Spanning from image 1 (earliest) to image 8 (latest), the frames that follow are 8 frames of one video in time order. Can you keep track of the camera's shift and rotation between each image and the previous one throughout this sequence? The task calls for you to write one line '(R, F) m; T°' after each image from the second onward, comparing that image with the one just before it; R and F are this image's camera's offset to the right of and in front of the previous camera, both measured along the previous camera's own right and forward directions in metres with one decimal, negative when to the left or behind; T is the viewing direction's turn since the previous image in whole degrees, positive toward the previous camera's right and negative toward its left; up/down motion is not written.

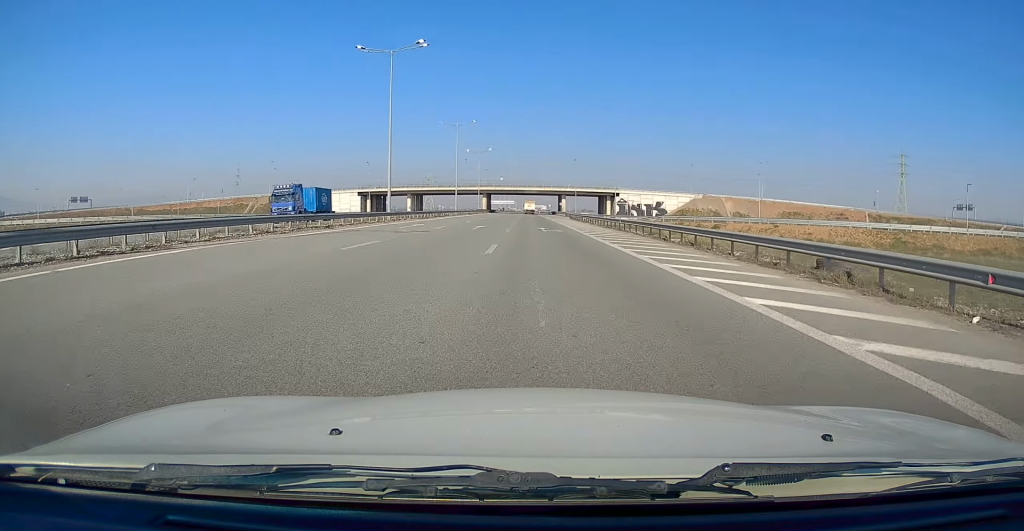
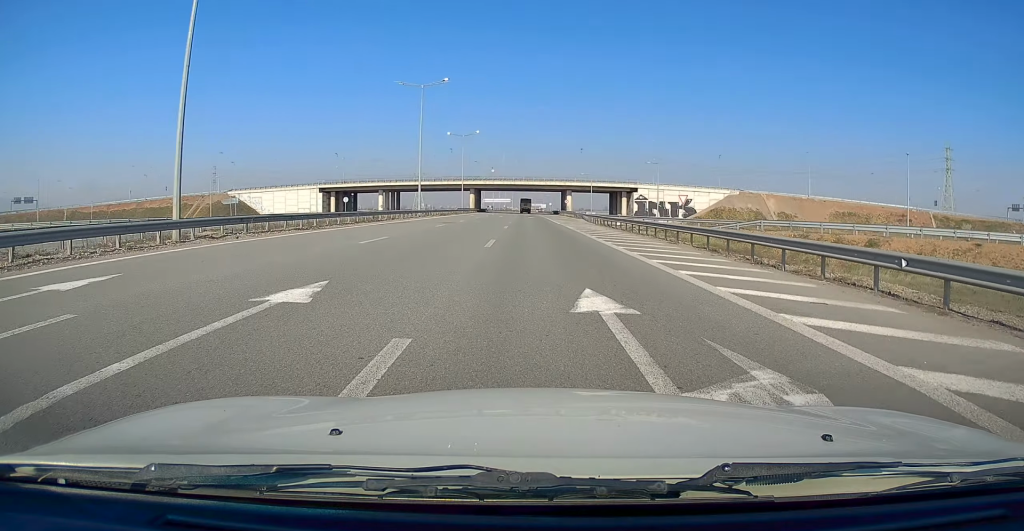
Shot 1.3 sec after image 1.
(0.0, +29.9) m; +1°
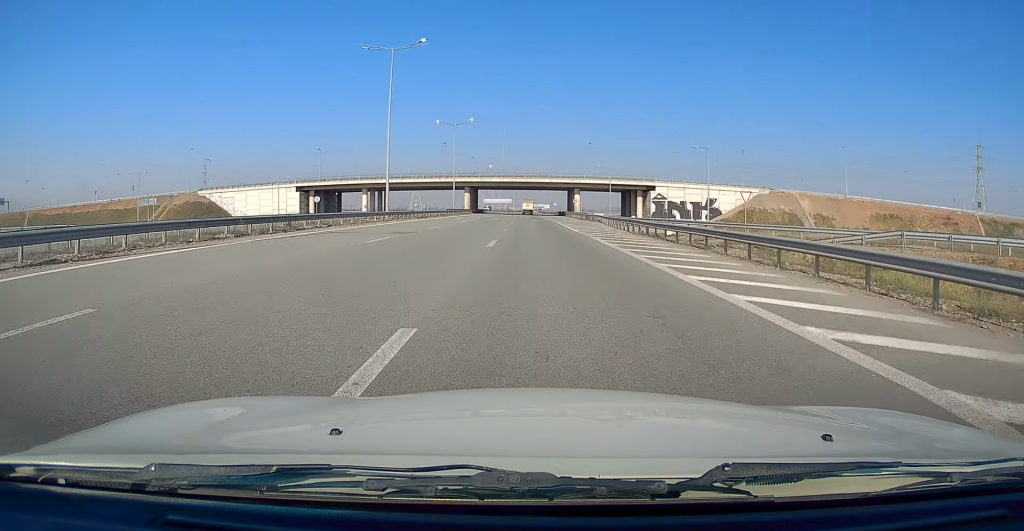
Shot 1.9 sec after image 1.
(+0.1, +15.6) m; 0°
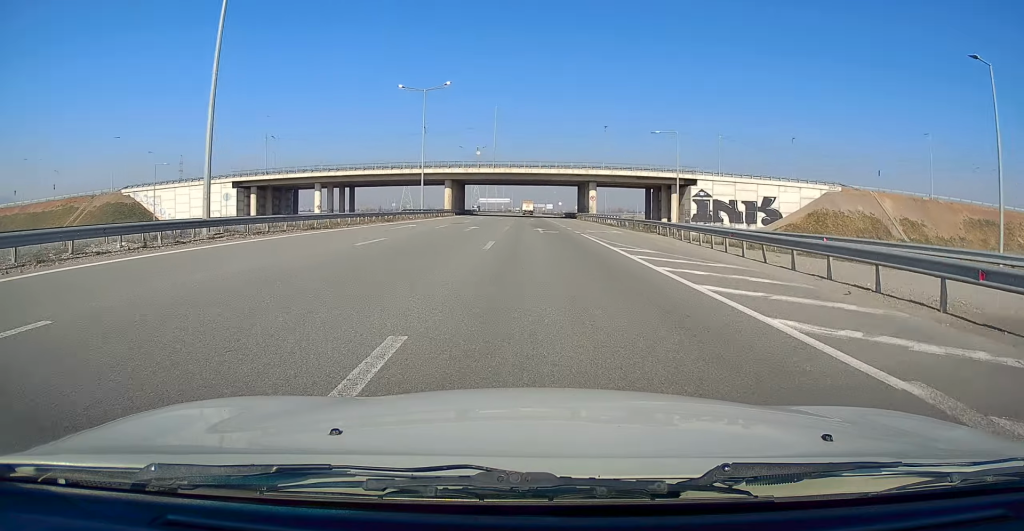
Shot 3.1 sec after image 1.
(-0.2, +27.9) m; -1°
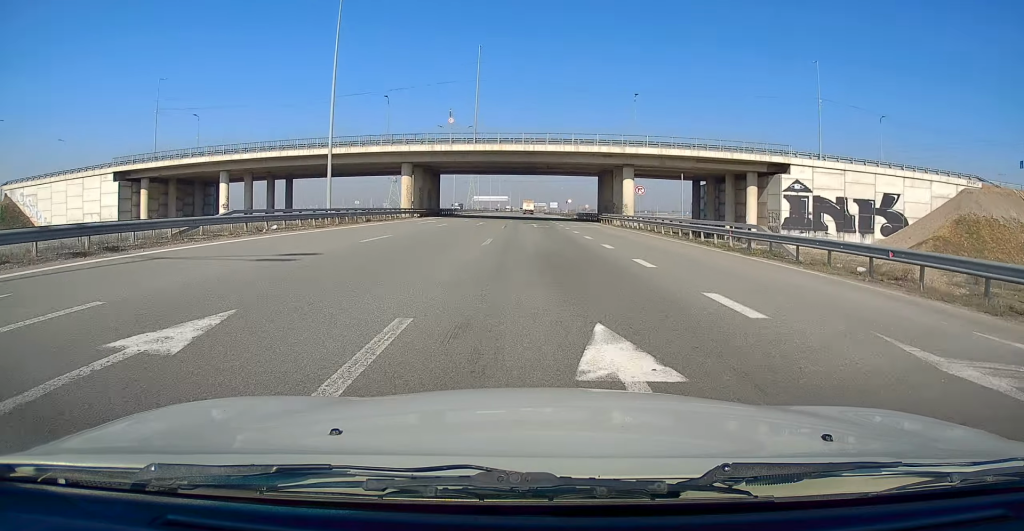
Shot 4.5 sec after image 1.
(+0.1, +31.0) m; 0°
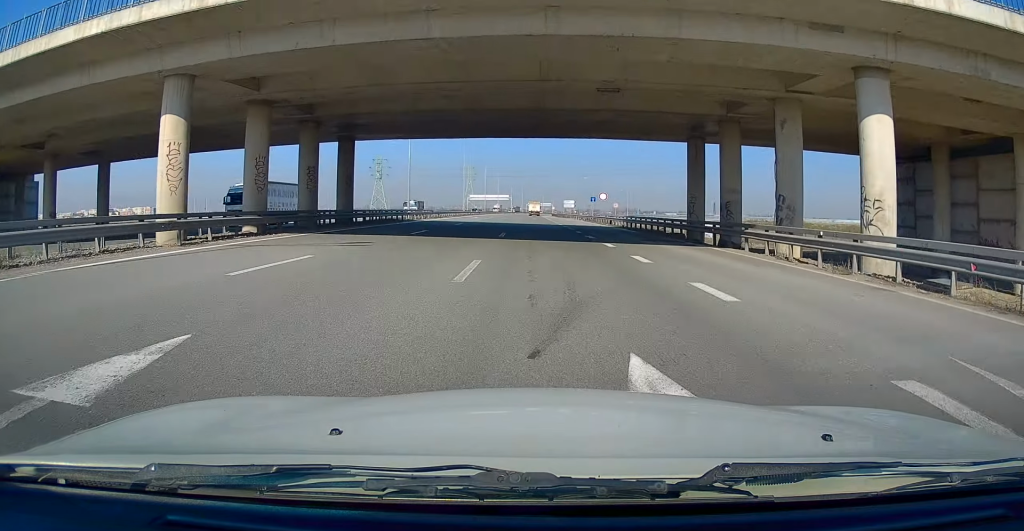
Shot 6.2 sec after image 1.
(-0.6, +40.7) m; -1°
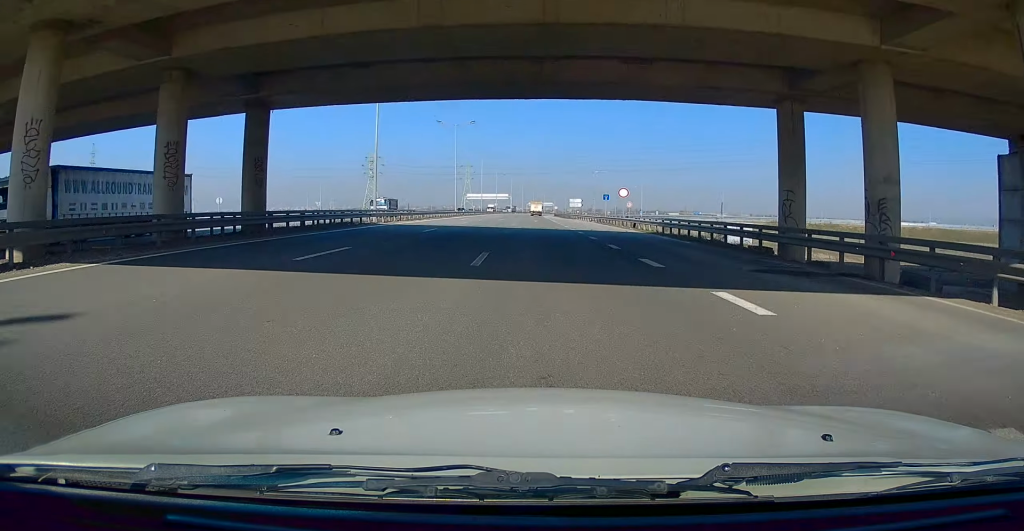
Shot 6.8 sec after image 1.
(0.0, +13.1) m; 0°
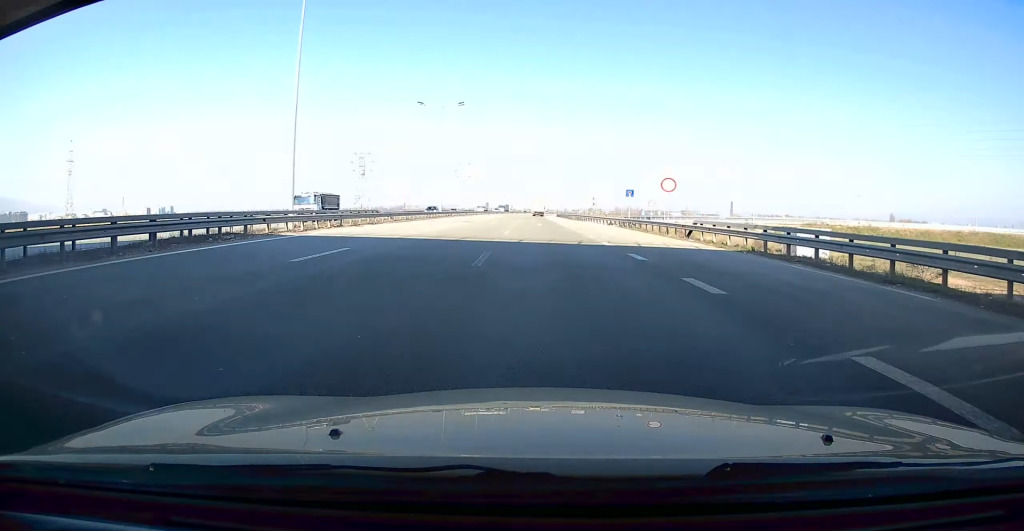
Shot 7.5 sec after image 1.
(0.0, +16.2) m; 0°
